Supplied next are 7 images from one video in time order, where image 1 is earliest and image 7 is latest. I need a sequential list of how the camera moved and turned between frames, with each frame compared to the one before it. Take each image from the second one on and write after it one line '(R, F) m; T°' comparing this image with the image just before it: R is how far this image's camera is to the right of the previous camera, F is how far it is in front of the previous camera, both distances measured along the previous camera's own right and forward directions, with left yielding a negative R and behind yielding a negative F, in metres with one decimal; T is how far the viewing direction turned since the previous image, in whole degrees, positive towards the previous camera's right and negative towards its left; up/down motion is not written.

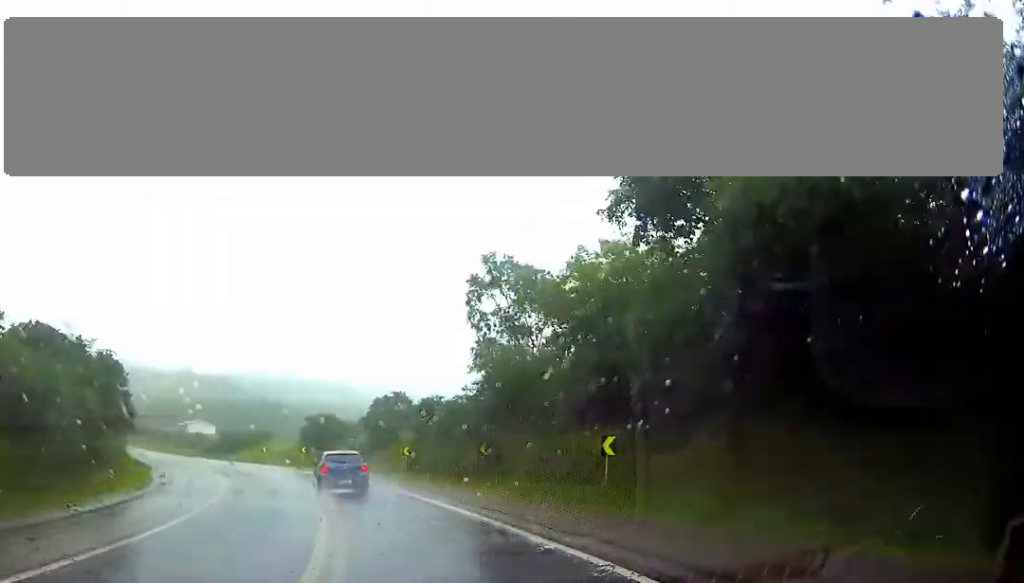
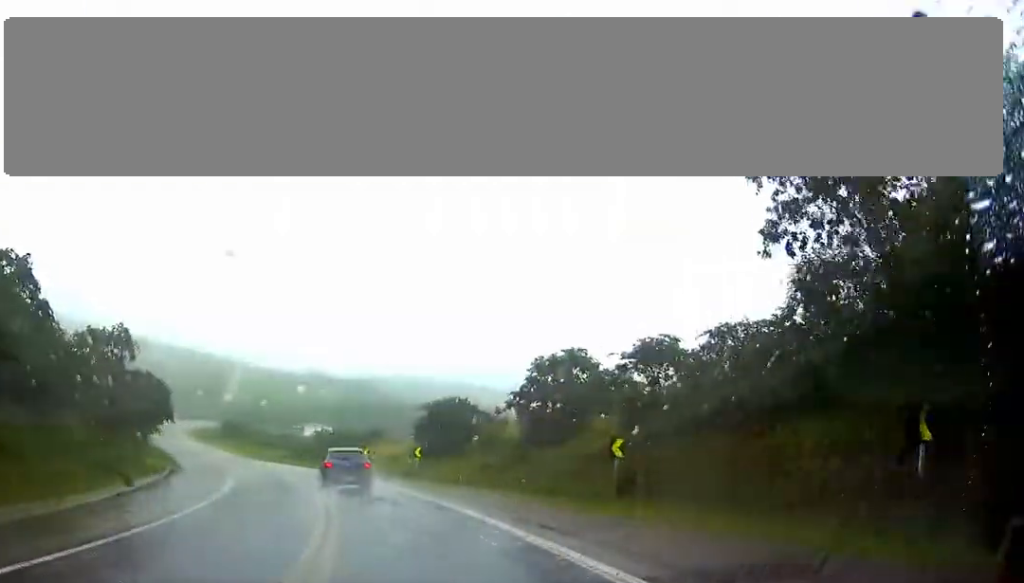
(-2.3, +25.5) m; -11°
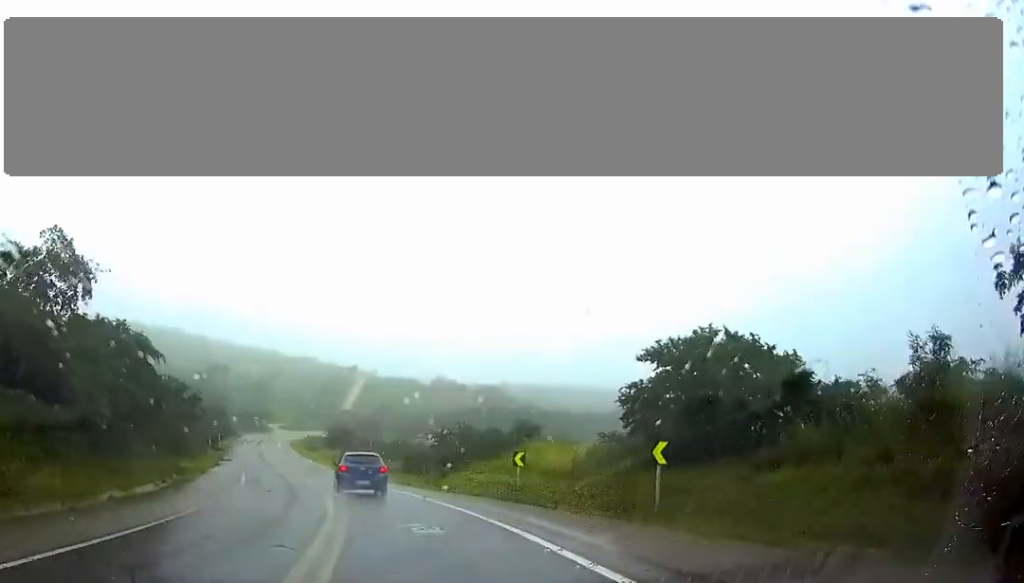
(-2.1, +27.2) m; -7°
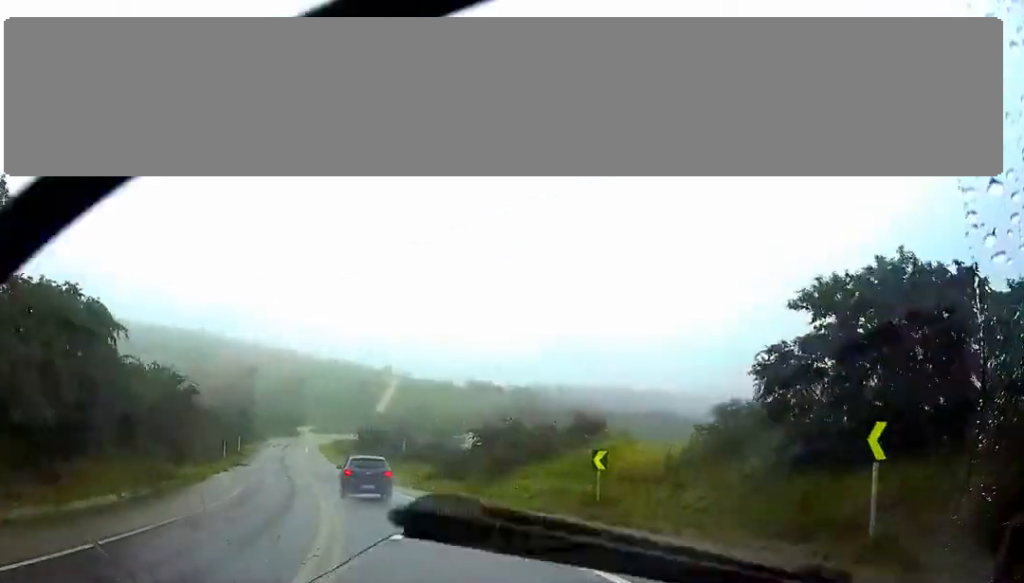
(+0.2, +8.2) m; -2°
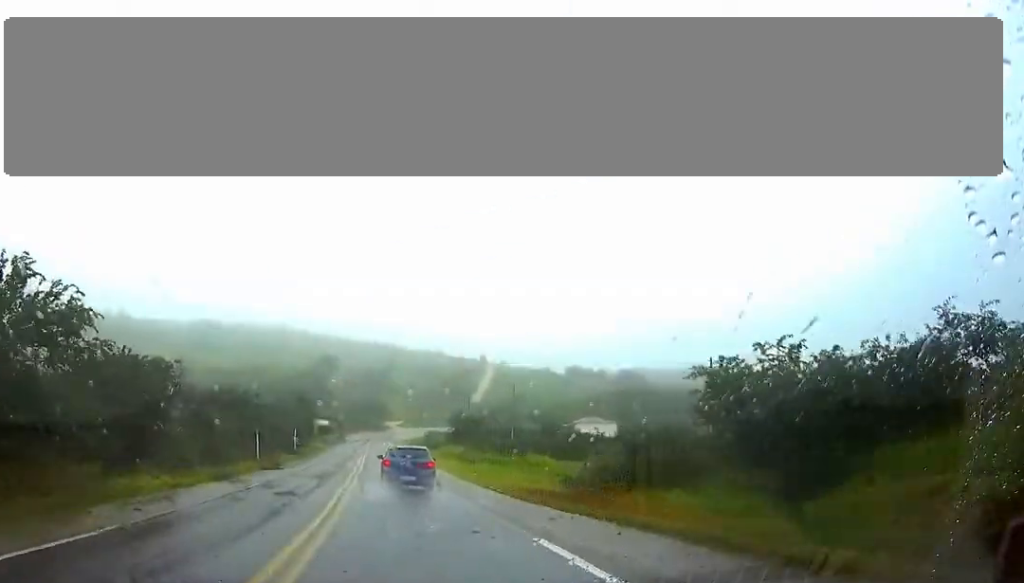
(-1.6, +25.0) m; -8°
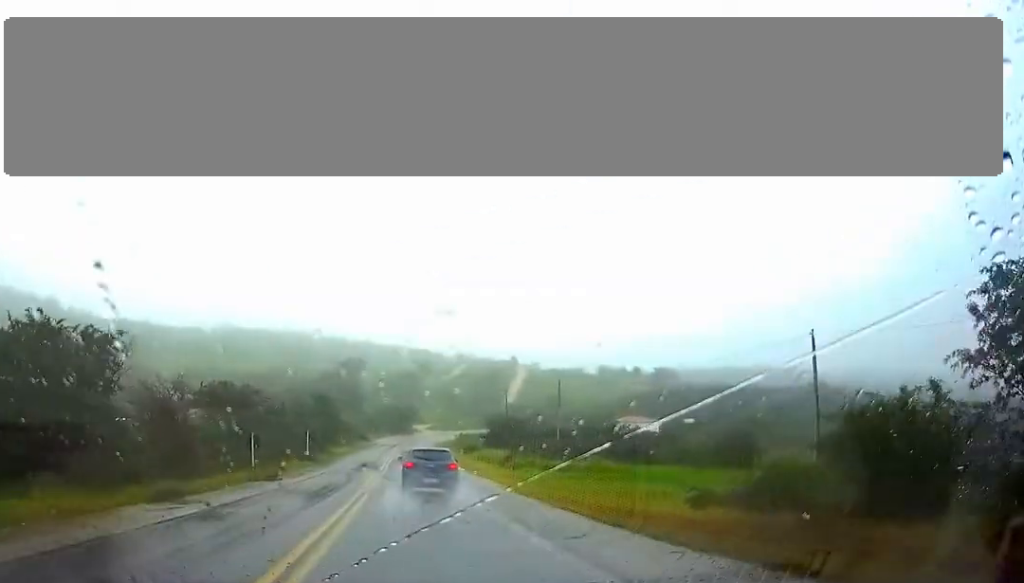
(-0.5, +11.4) m; -2°
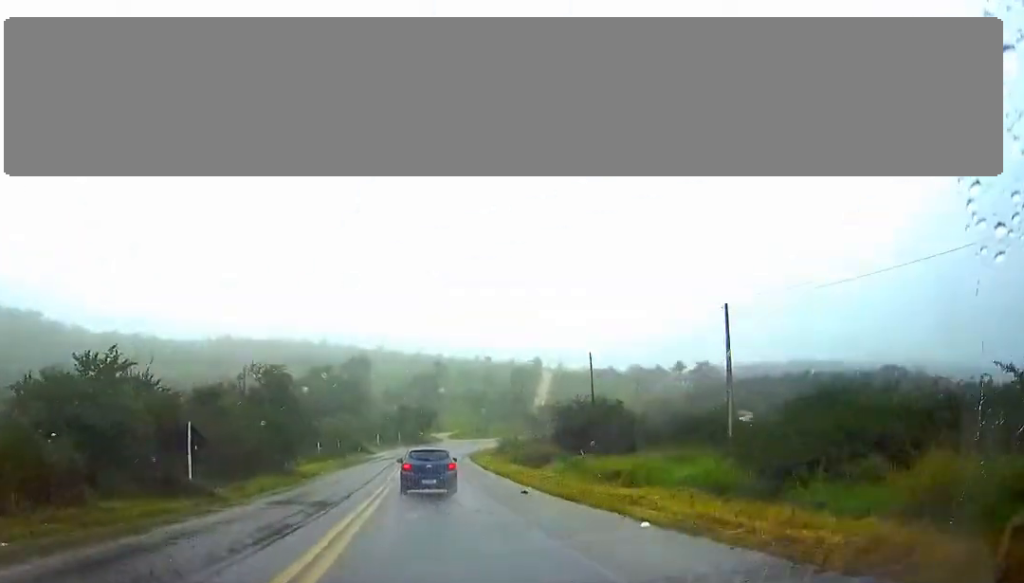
(-1.4, +41.3) m; -2°
